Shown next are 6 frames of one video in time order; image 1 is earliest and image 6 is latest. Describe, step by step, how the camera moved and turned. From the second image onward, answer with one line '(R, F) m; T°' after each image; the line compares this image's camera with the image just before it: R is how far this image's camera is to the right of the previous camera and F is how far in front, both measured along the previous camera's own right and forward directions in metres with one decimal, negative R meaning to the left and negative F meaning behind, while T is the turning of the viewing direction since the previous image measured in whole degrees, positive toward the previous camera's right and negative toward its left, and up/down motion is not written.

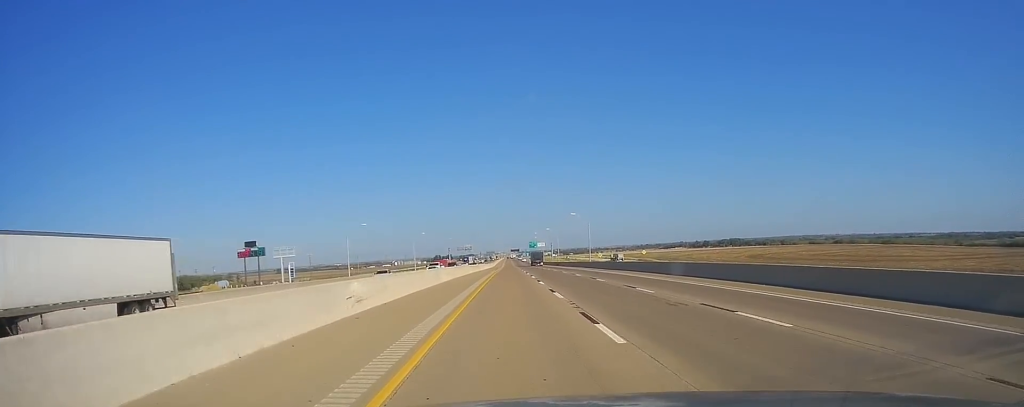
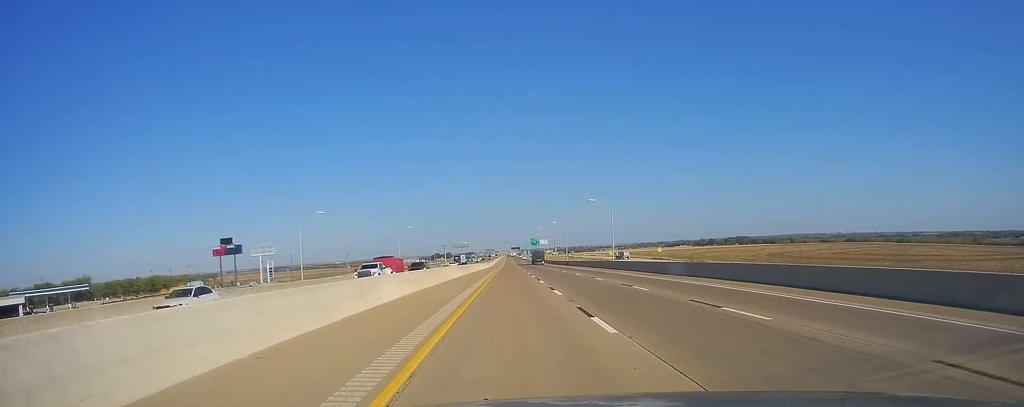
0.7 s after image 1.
(+0.3, +23.0) m; +1°
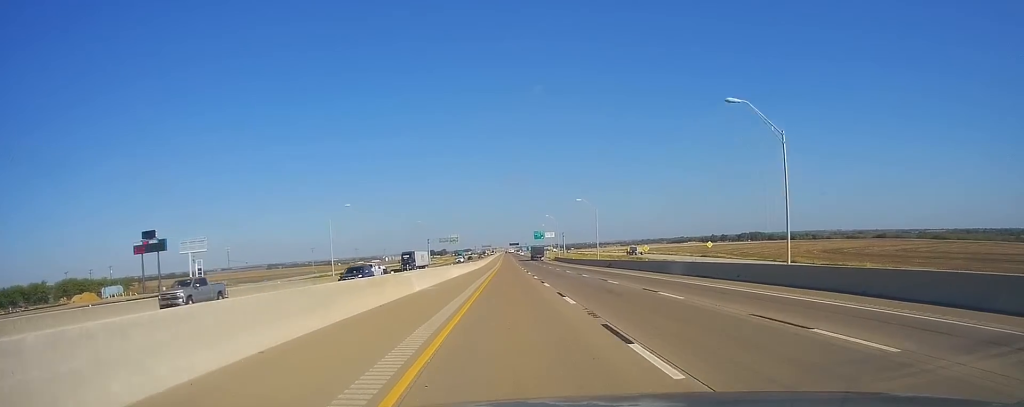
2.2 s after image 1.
(+0.1, +53.4) m; +1°
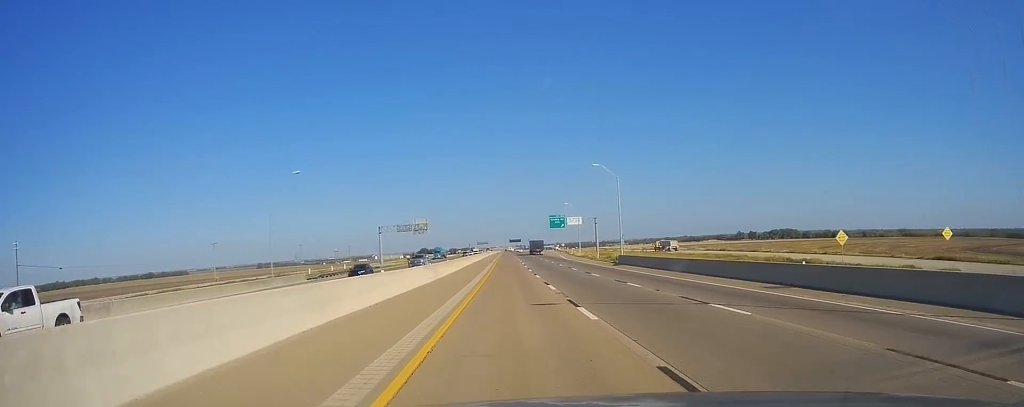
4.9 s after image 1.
(+0.9, +90.4) m; 0°
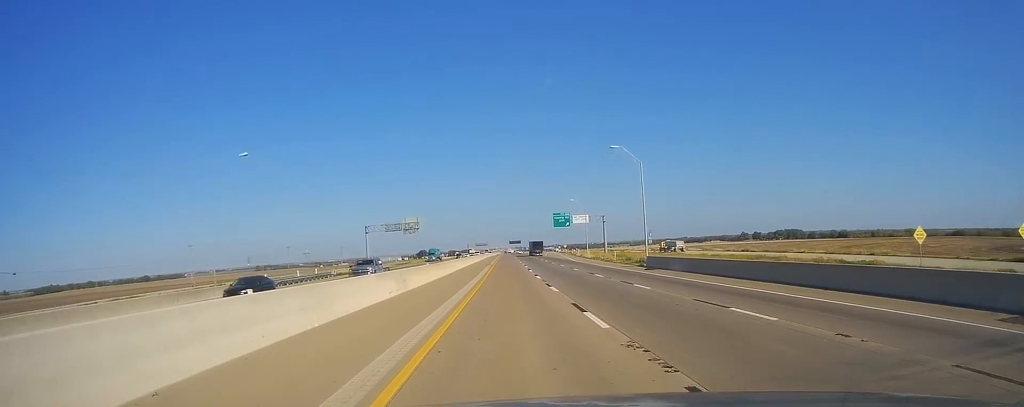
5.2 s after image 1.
(0.0, +13.8) m; 0°
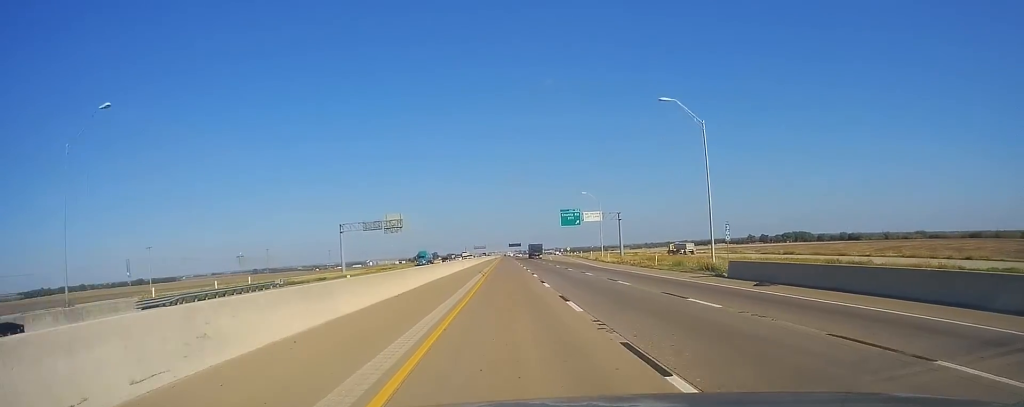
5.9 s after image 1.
(0.0, +20.6) m; 0°
